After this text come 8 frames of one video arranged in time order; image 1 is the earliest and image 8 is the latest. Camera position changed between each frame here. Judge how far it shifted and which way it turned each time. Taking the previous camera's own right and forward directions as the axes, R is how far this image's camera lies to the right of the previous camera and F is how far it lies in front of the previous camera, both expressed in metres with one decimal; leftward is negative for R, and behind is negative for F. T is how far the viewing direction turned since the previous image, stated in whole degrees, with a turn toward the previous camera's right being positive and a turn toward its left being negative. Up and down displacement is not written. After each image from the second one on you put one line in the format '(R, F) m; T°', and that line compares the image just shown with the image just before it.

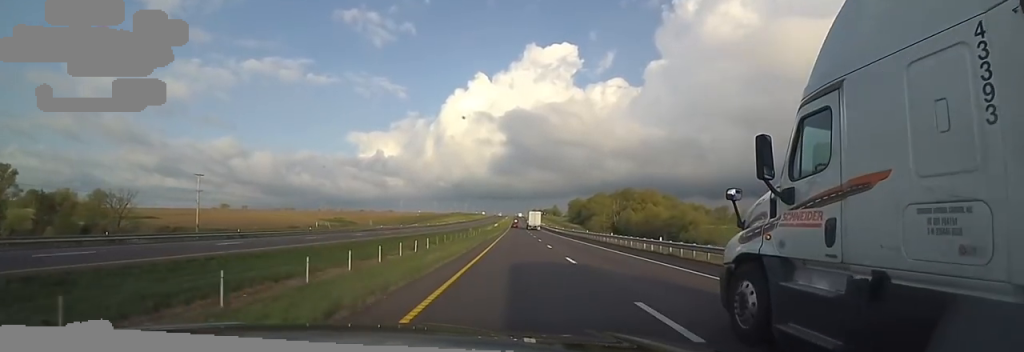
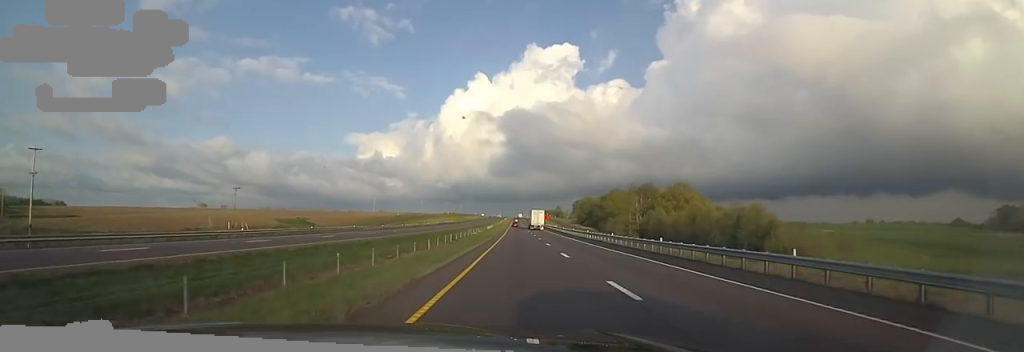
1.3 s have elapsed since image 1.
(0.0, +45.5) m; 0°
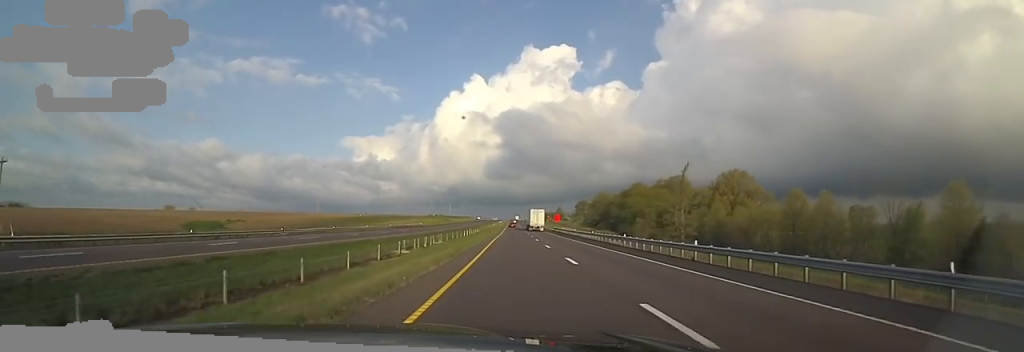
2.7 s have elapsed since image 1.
(0.0, +52.7) m; +2°
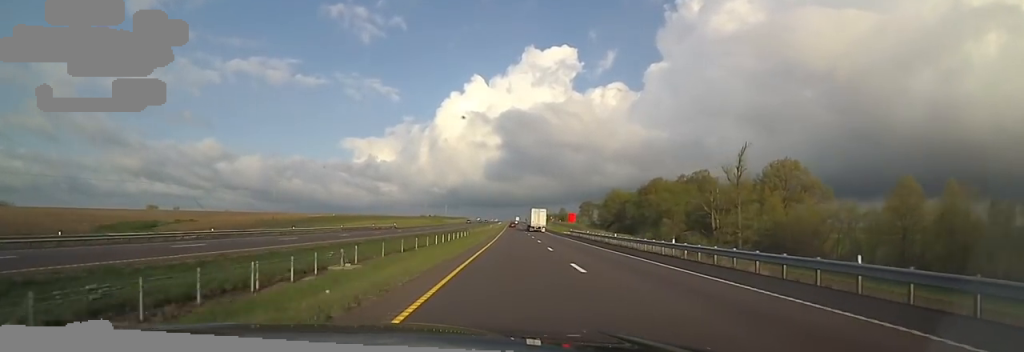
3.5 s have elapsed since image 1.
(+0.8, +27.4) m; +1°
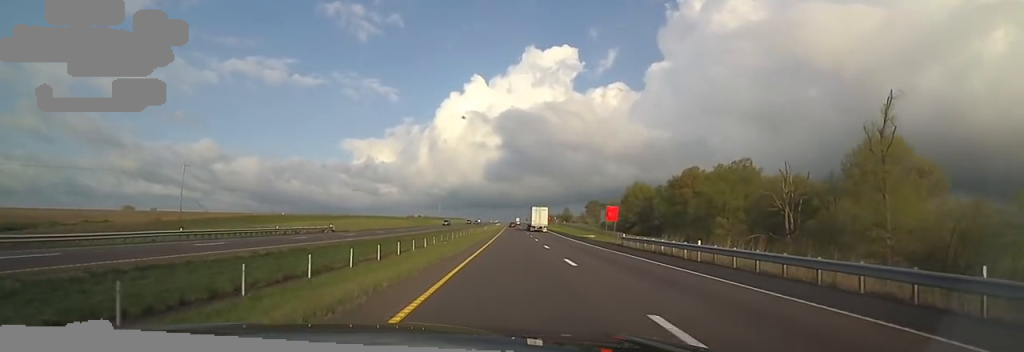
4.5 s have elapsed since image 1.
(-0.1, +34.4) m; -1°
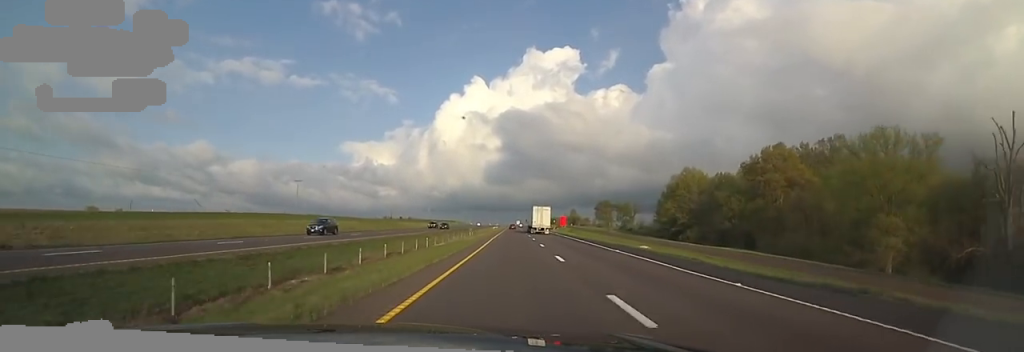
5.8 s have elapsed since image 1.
(-0.9, +46.3) m; -1°
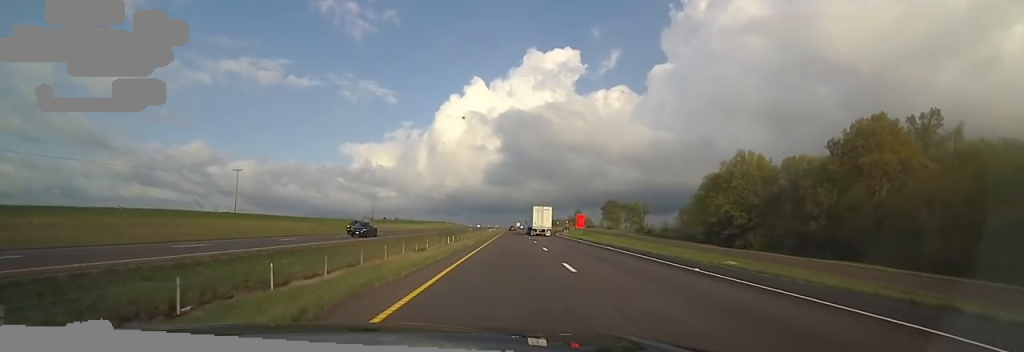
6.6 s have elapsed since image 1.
(0.0, +28.6) m; +2°
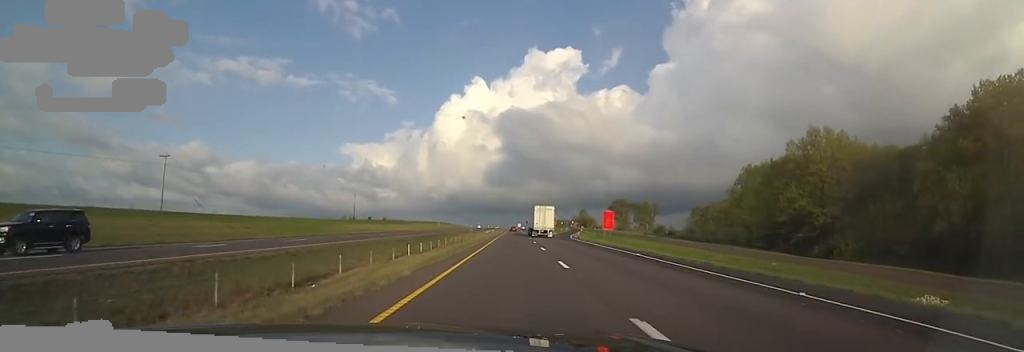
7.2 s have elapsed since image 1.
(+0.2, +22.7) m; +1°
